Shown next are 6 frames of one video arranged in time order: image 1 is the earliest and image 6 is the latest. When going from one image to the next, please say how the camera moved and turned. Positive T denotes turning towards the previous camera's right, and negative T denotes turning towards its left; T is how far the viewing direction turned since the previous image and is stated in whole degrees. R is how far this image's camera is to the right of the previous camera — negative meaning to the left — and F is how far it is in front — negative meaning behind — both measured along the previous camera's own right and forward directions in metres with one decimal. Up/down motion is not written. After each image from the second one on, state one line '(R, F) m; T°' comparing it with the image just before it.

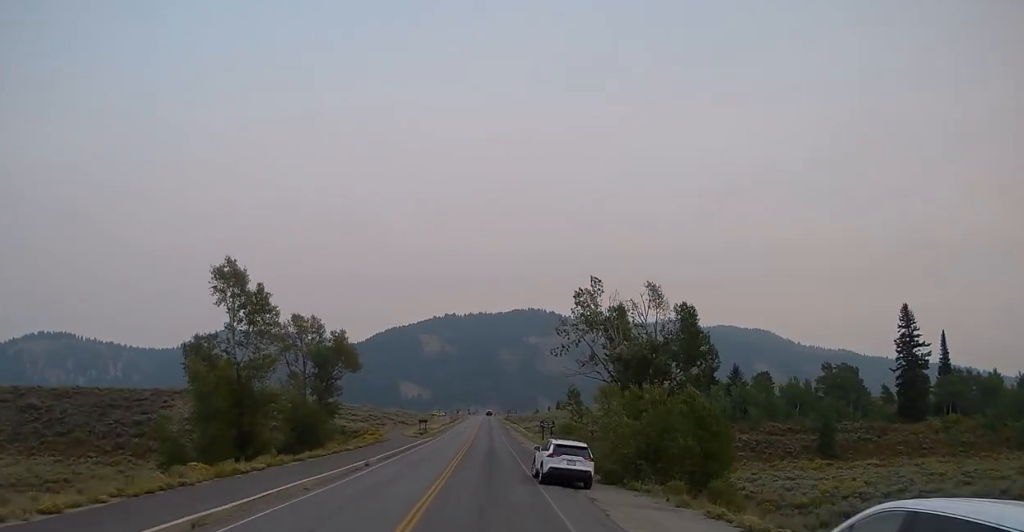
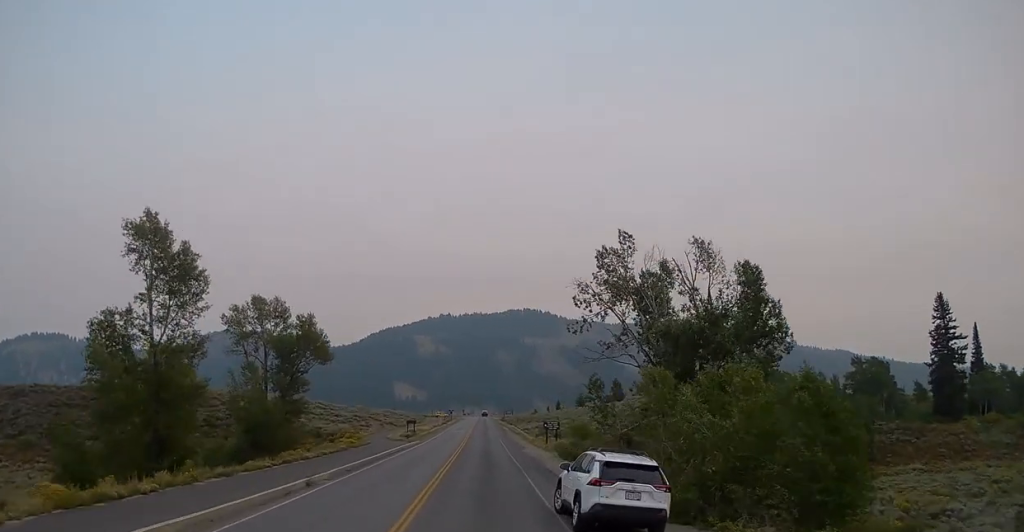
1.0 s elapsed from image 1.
(+0.1, +11.3) m; -1°
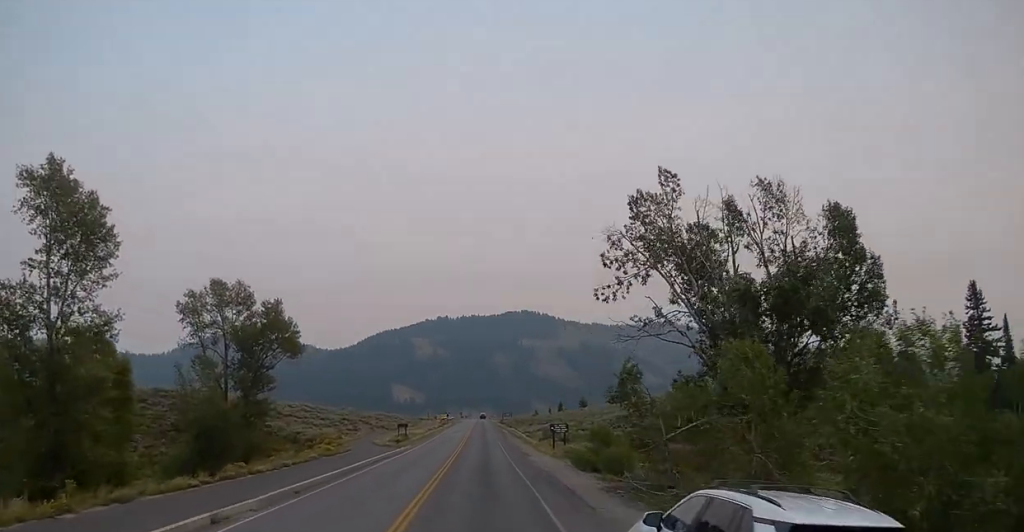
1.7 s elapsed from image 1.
(-0.1, +8.5) m; 0°
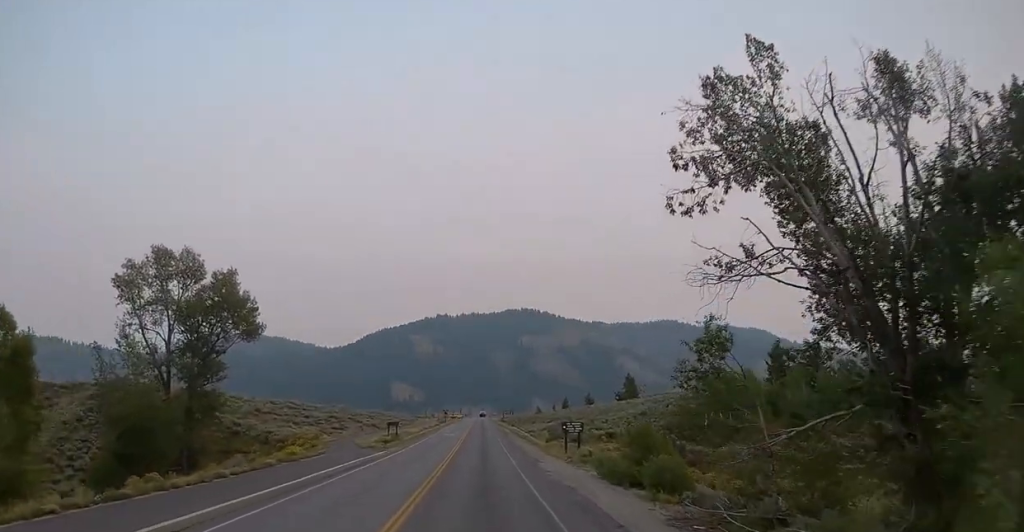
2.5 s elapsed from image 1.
(-0.2, +8.9) m; +1°
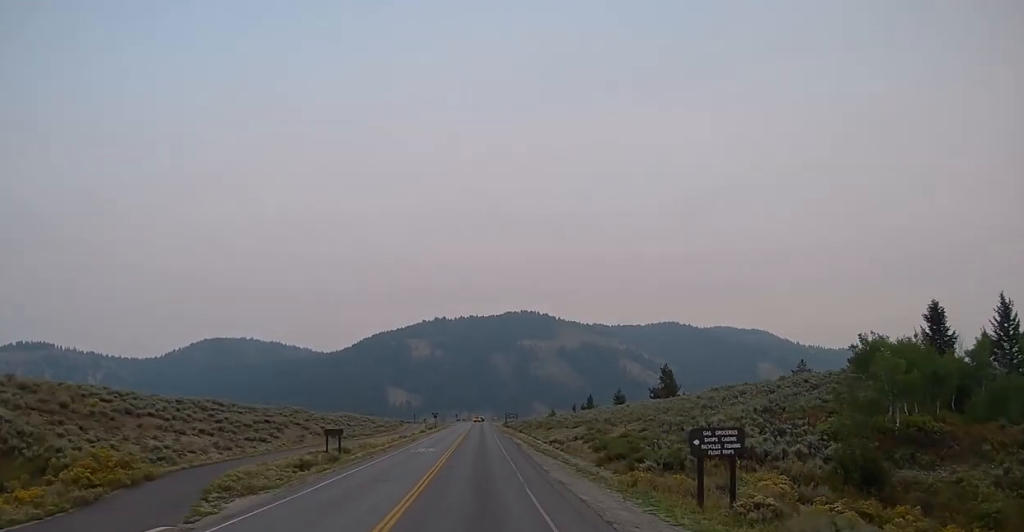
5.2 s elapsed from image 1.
(-0.2, +31.1) m; -2°
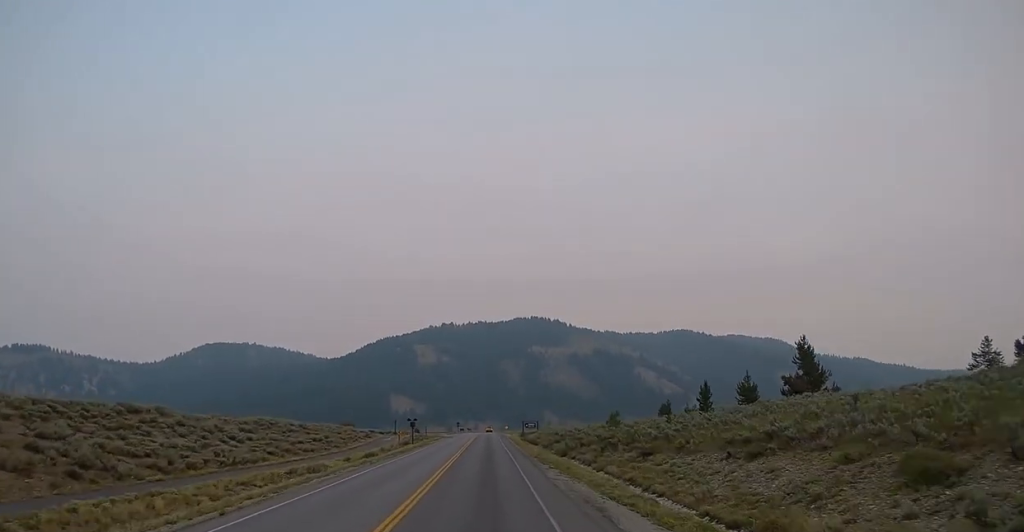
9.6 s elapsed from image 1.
(+1.2, +50.8) m; +1°
